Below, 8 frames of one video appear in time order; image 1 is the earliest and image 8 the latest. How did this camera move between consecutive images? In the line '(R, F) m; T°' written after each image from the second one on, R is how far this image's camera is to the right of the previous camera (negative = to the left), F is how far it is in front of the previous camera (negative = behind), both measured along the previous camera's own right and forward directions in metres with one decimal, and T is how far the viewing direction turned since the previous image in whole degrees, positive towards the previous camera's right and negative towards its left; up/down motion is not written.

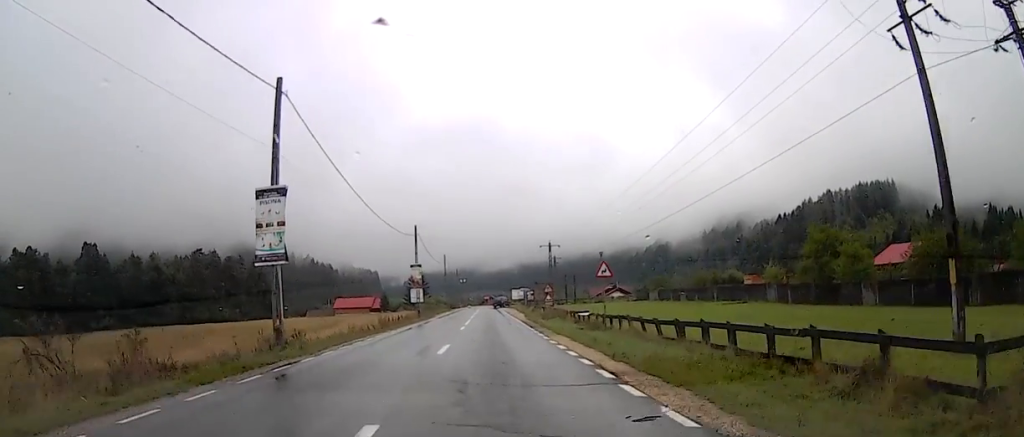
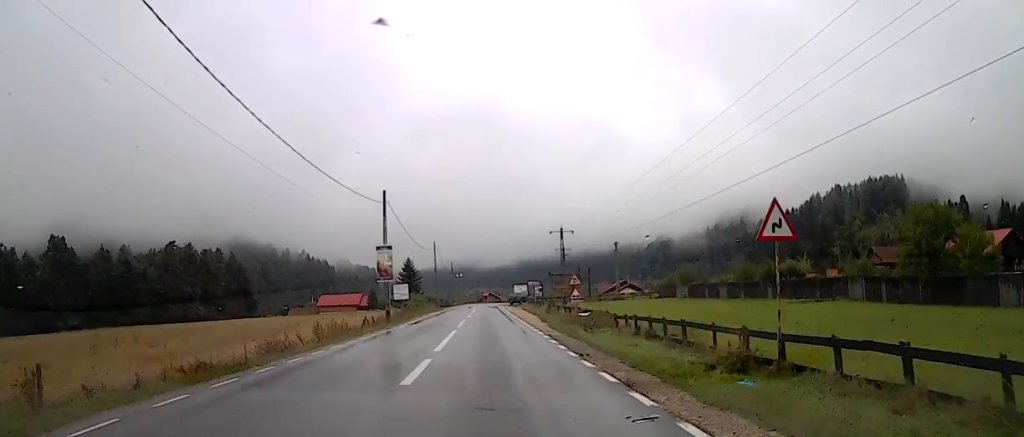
(-0.1, +14.9) m; +1°
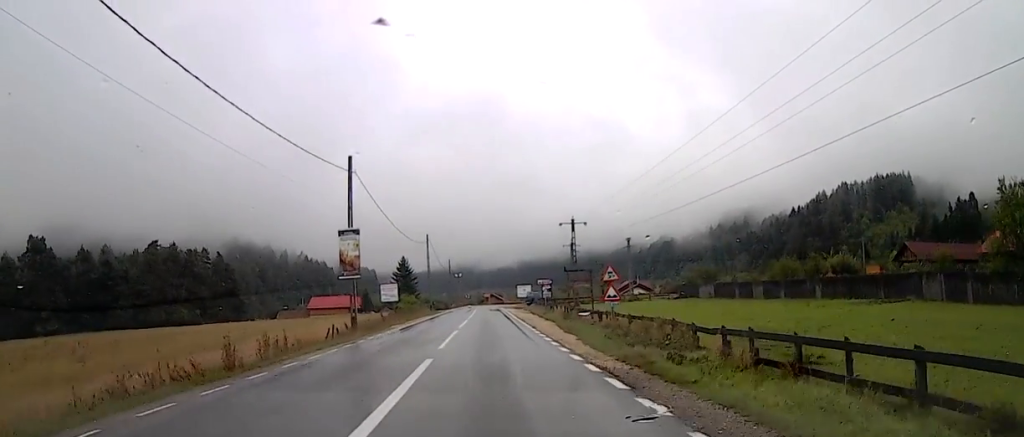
(+0.2, +11.0) m; 0°
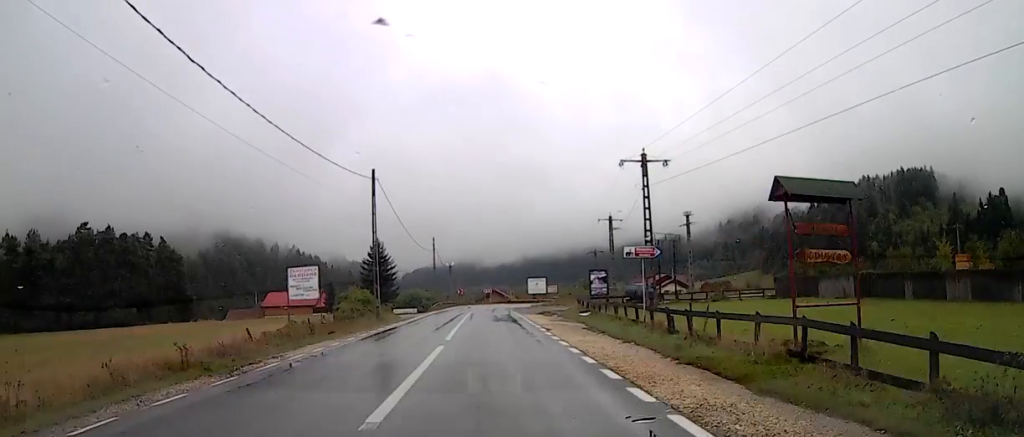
(+0.1, +37.1) m; +1°
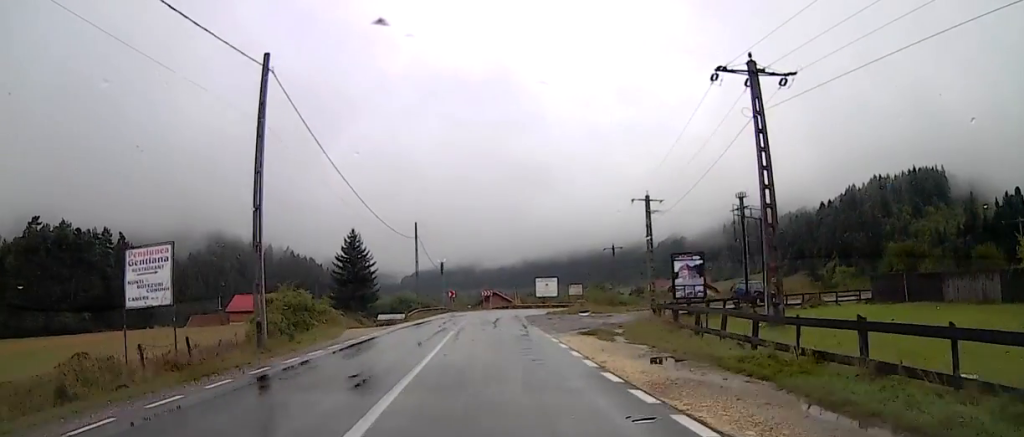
(+0.1, +18.0) m; -1°
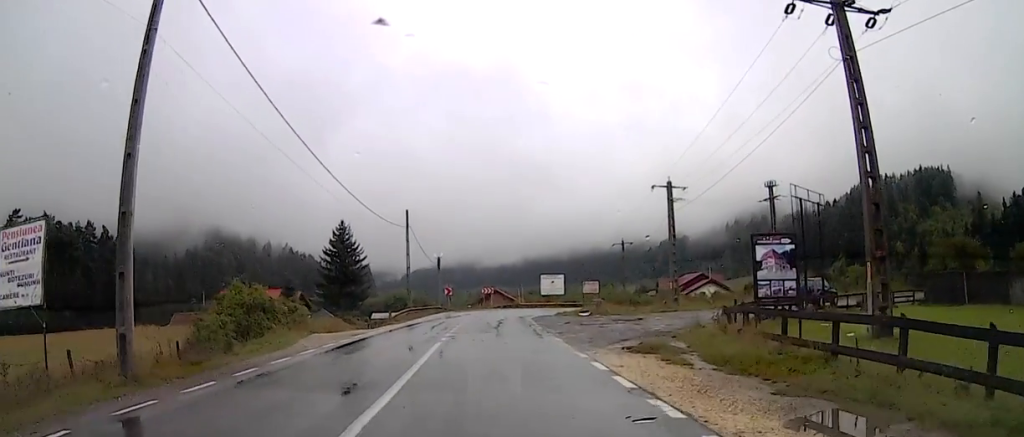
(-0.1, +7.3) m; 0°
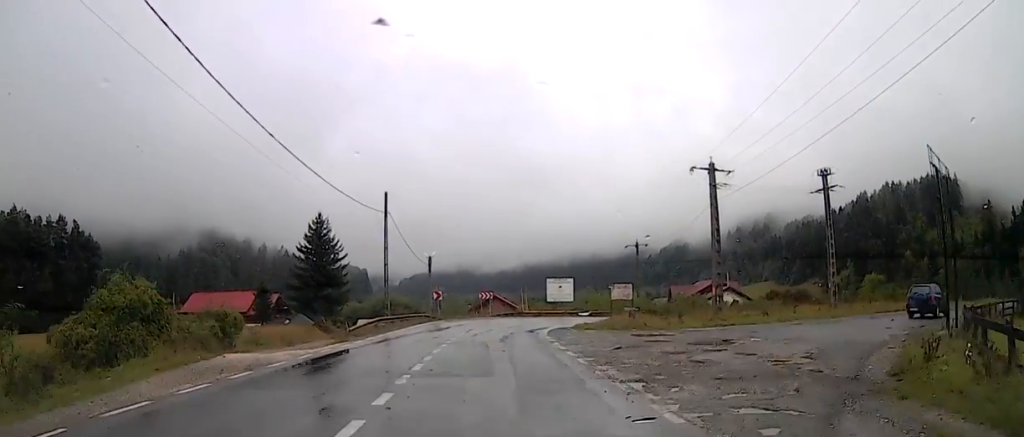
(-0.1, +11.1) m; 0°
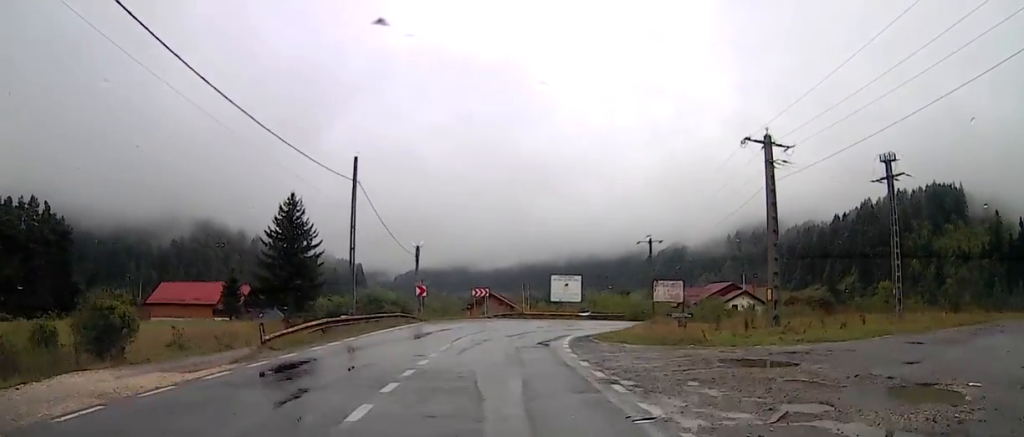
(+0.1, +8.6) m; +1°
